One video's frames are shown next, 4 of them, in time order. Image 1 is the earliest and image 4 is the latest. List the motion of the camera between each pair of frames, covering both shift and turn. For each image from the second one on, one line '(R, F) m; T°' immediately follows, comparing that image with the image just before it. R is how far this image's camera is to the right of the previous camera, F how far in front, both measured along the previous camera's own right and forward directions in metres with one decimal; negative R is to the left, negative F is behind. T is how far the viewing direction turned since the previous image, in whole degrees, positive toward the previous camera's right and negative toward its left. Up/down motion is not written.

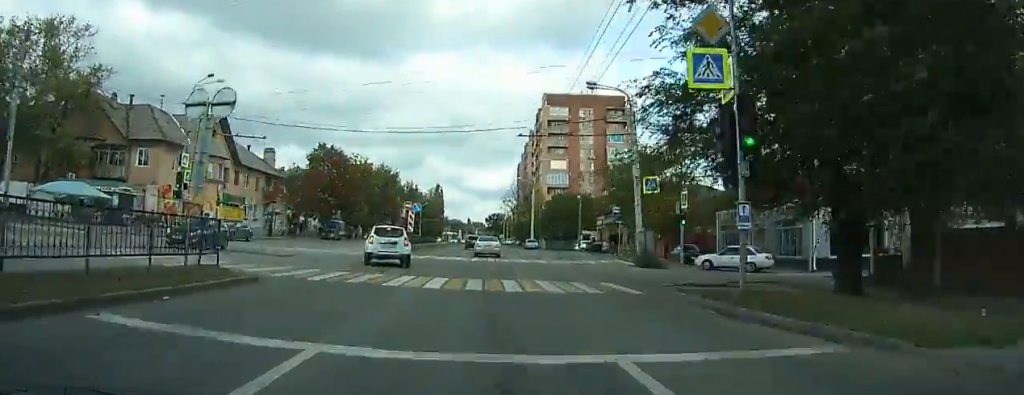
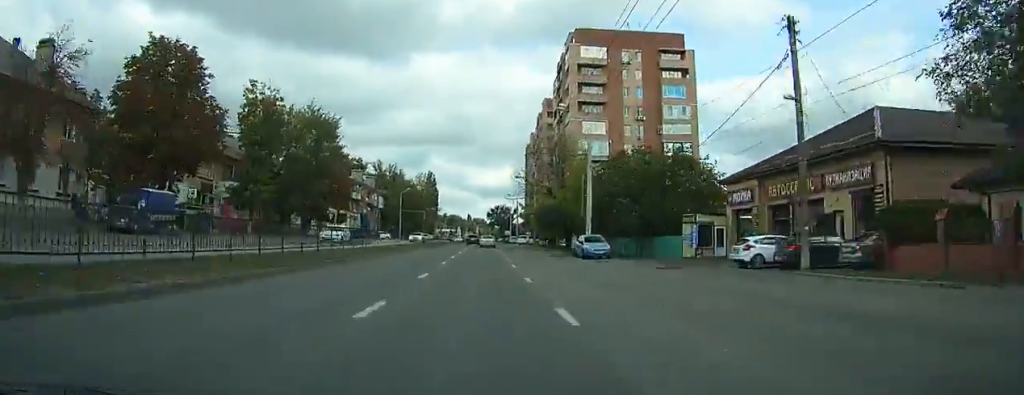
(-3.4, +43.3) m; -4°
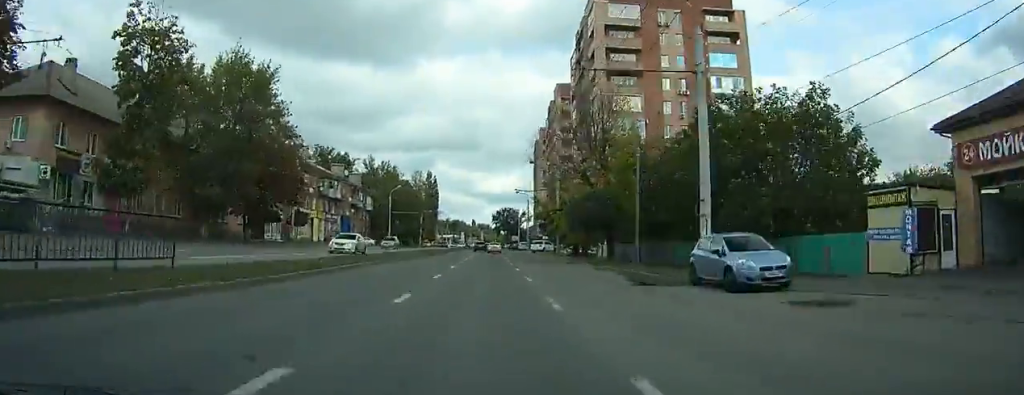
(+0.6, +21.4) m; +2°
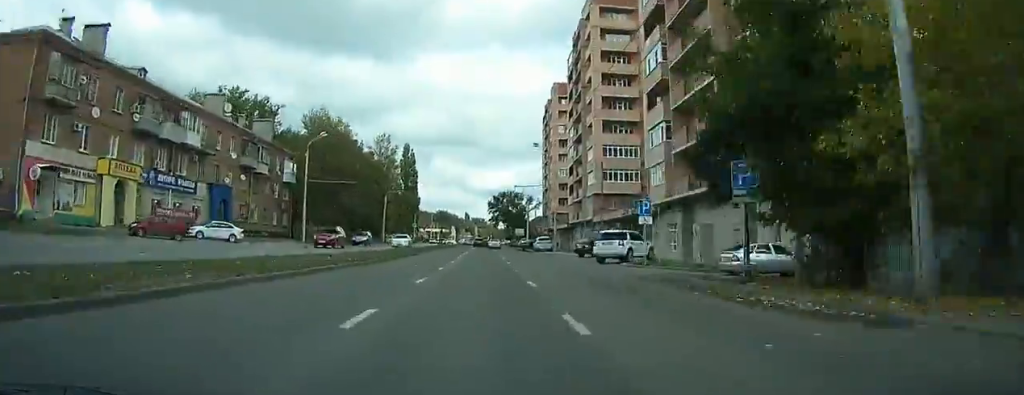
(+1.5, +50.4) m; +2°
